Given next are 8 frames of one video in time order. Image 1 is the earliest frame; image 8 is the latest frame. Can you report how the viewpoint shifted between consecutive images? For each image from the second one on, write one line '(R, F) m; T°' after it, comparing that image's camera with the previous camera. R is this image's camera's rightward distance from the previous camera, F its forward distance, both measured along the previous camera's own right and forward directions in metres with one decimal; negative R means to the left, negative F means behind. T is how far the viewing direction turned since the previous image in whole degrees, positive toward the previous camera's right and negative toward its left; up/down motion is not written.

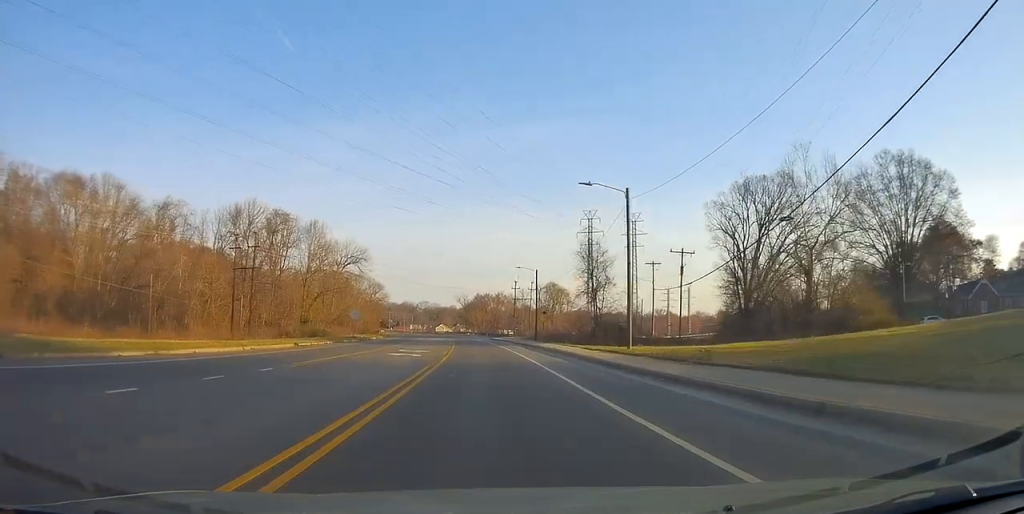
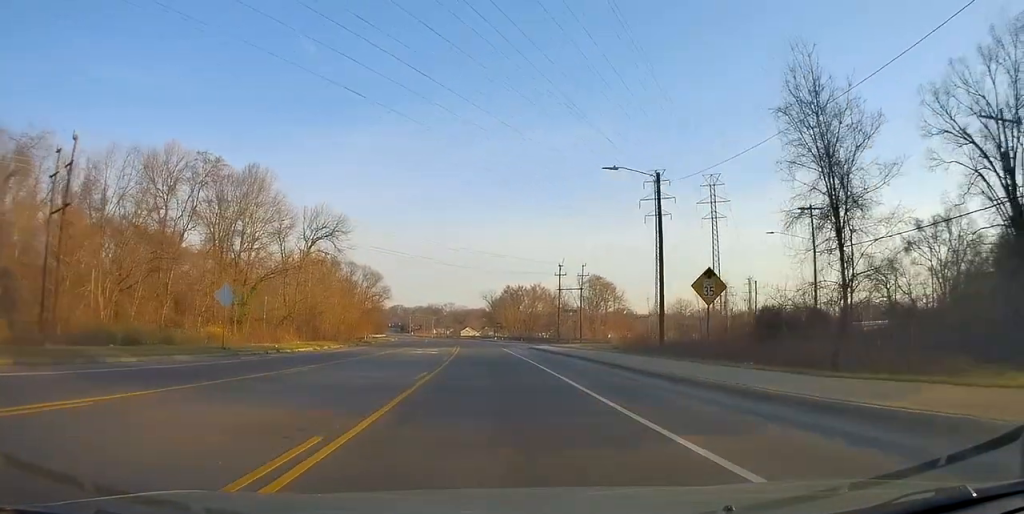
(-0.5, +38.5) m; -5°
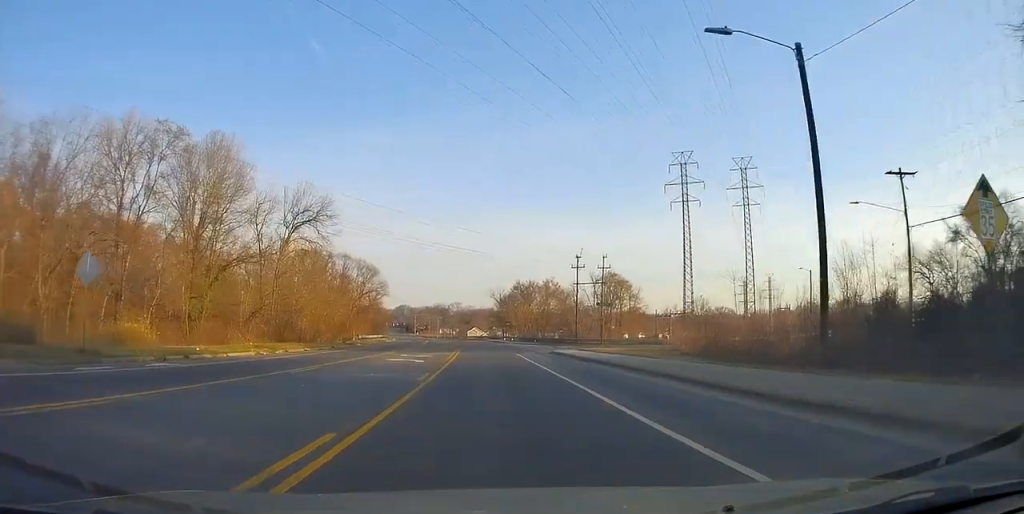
(-0.2, +11.8) m; 0°
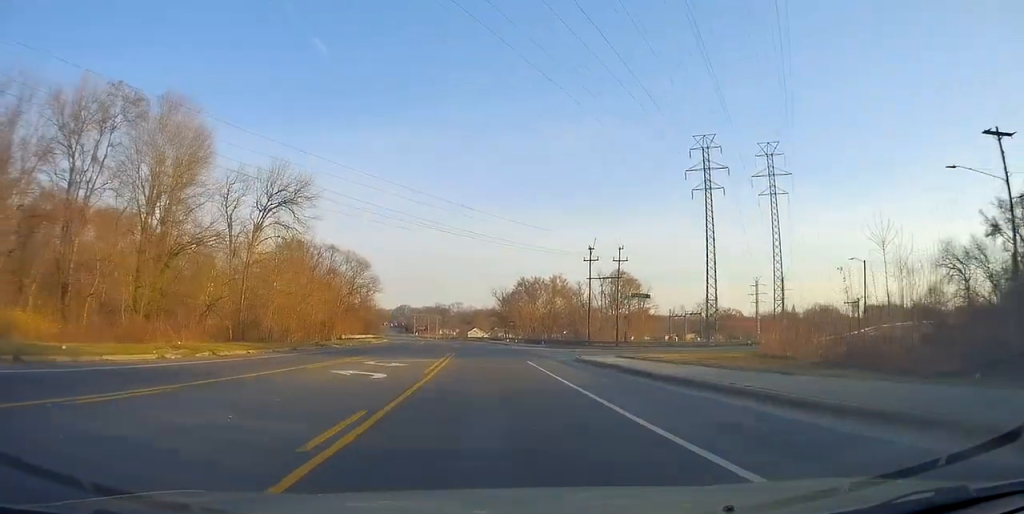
(-0.1, +9.9) m; 0°
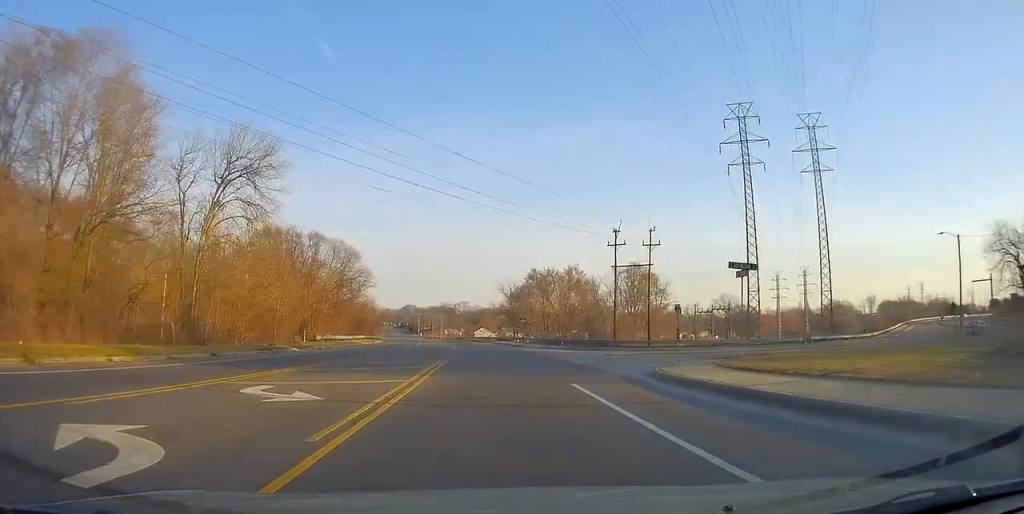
(+0.2, +12.6) m; 0°
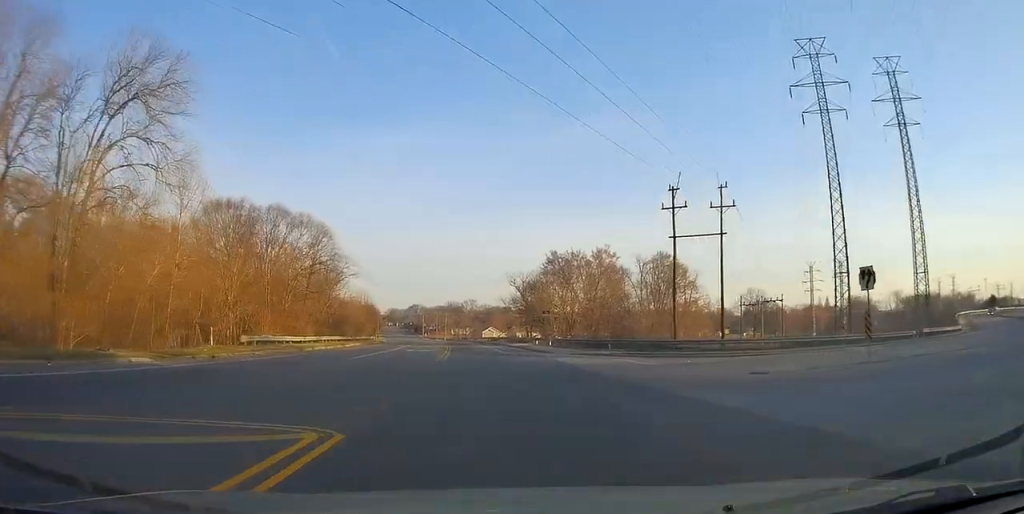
(-0.3, +19.4) m; -1°
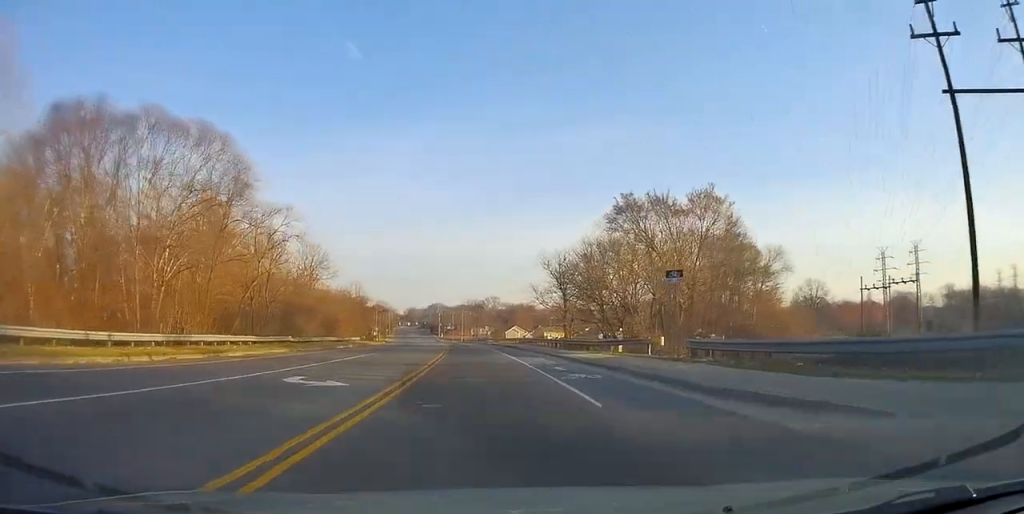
(-0.6, +31.1) m; -3°
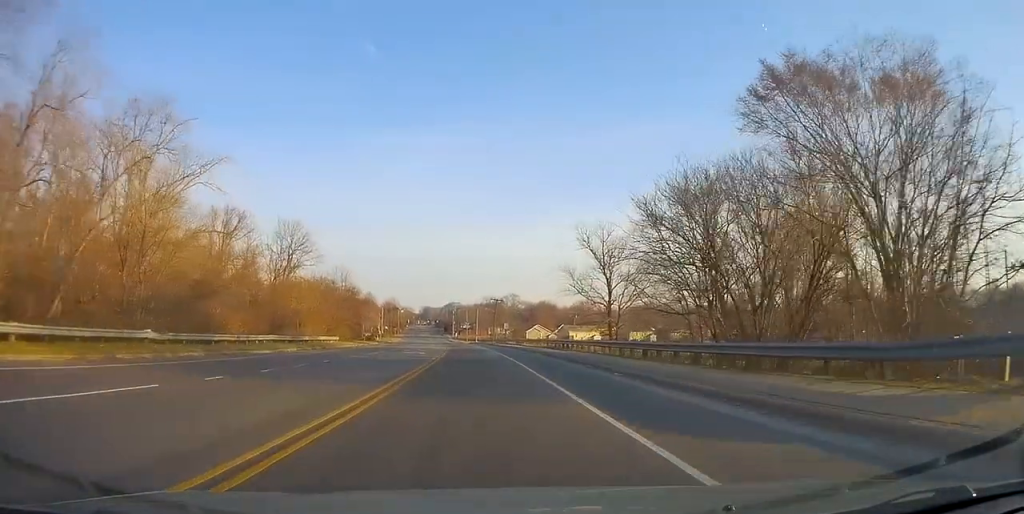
(-0.7, +24.0) m; -2°
